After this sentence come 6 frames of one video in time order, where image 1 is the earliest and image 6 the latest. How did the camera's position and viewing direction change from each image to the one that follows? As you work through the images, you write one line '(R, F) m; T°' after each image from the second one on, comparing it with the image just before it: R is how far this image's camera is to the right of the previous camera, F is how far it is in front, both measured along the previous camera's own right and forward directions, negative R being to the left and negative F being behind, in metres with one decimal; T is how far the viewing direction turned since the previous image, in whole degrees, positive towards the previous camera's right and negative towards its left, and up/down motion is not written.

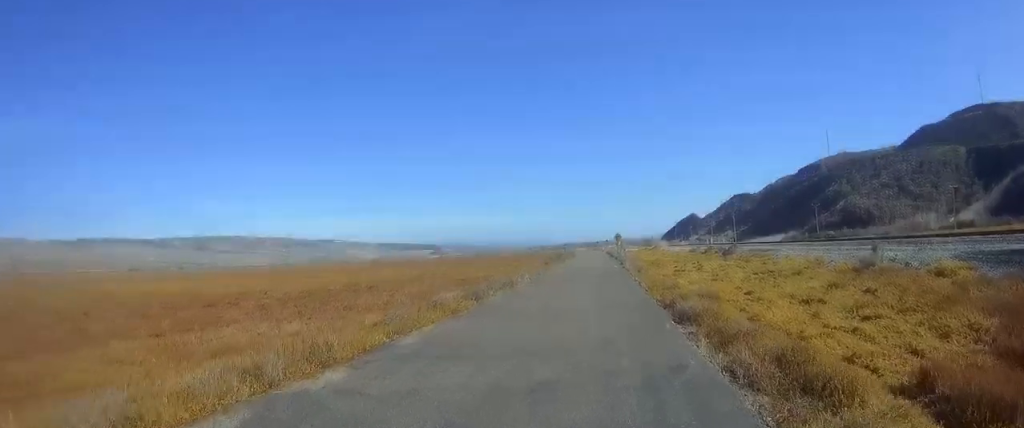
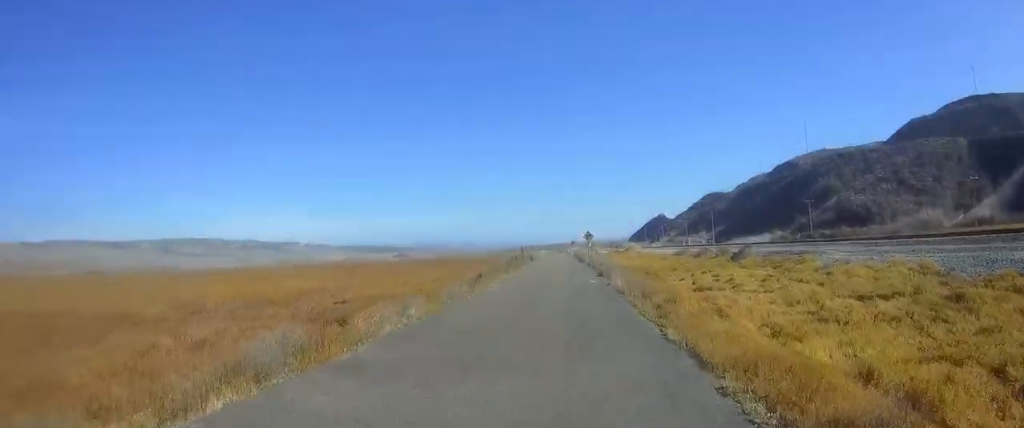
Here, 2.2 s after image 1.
(+0.1, +19.3) m; +2°
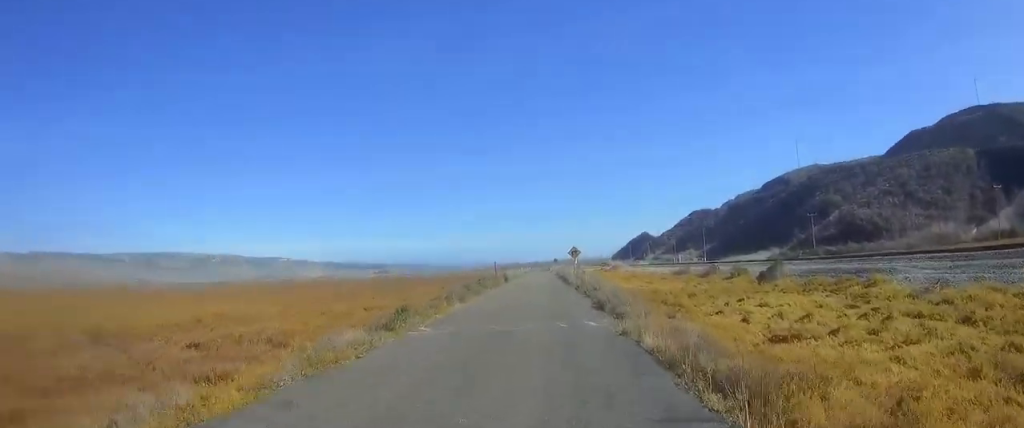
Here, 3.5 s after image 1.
(+0.1, +11.8) m; +1°
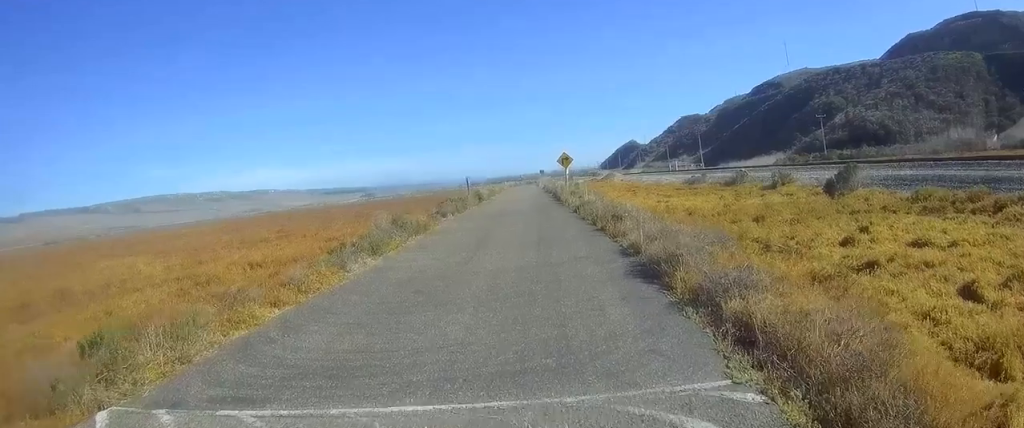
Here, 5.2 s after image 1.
(0.0, +12.2) m; 0°
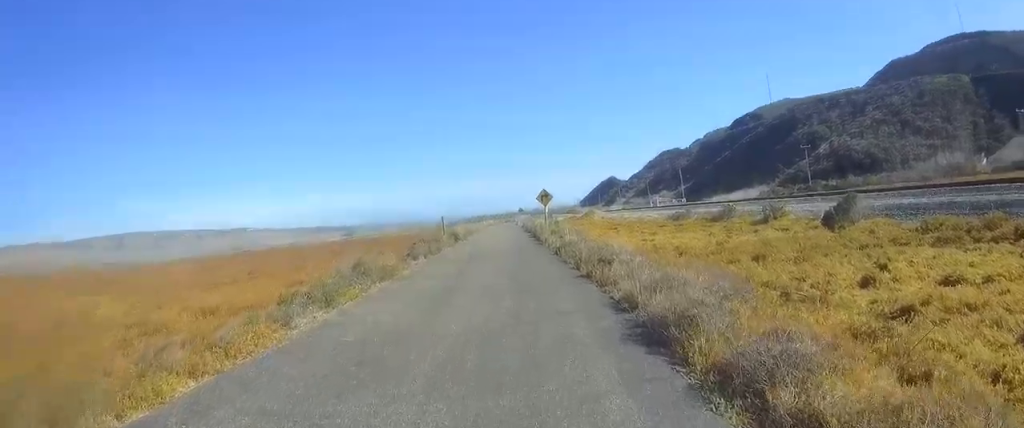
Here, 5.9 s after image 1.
(0.0, +2.6) m; 0°
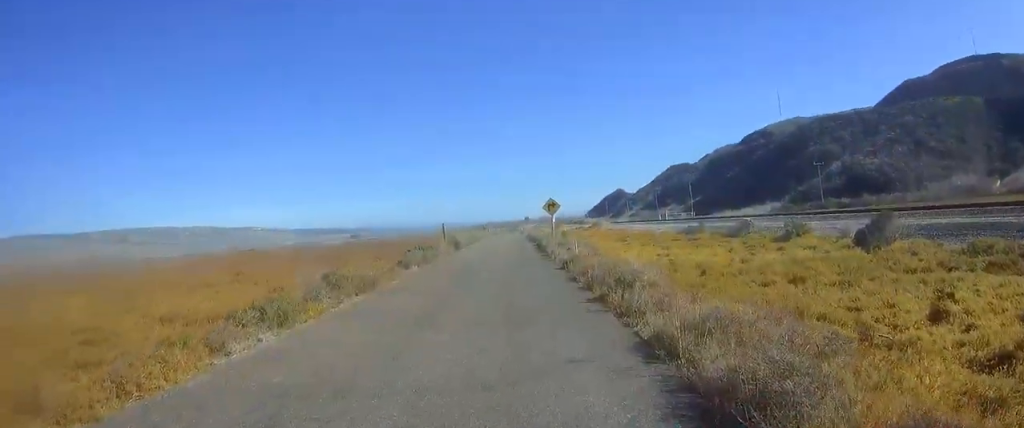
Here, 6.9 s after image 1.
(0.0, +3.4) m; 0°
